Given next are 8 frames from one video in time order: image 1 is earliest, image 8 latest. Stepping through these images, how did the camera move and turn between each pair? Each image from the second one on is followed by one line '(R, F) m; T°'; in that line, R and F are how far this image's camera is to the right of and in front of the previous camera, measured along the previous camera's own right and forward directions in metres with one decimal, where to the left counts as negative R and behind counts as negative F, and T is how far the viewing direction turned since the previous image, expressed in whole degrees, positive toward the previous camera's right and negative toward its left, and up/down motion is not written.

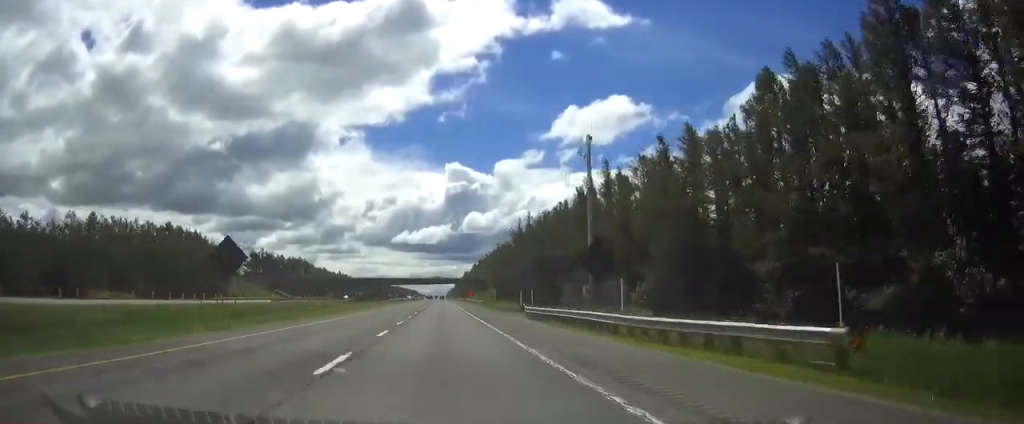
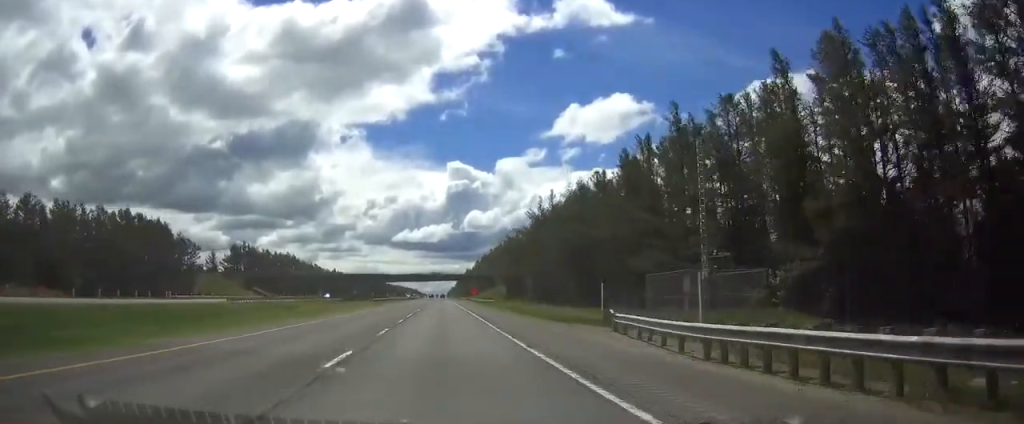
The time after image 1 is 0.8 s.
(0.0, +26.9) m; 0°
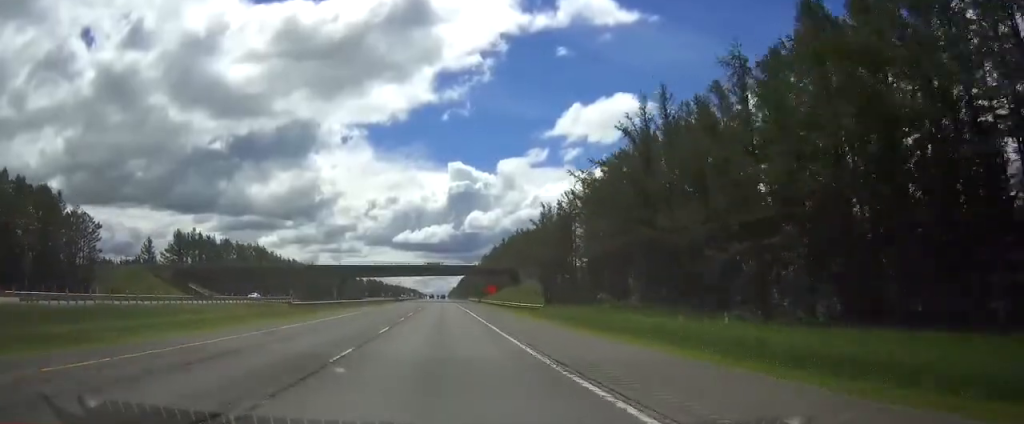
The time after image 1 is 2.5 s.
(-0.1, +53.8) m; 0°
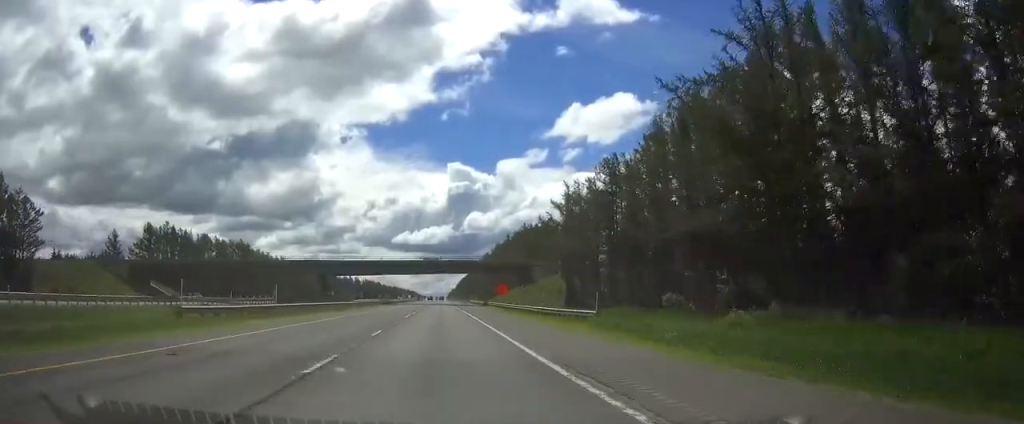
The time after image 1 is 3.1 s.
(0.0, +20.4) m; 0°
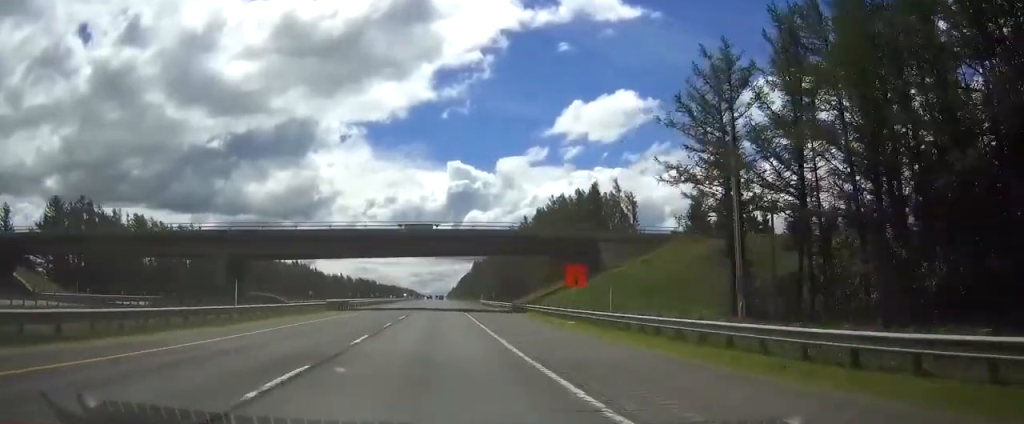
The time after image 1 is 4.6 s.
(+0.1, +47.3) m; 0°
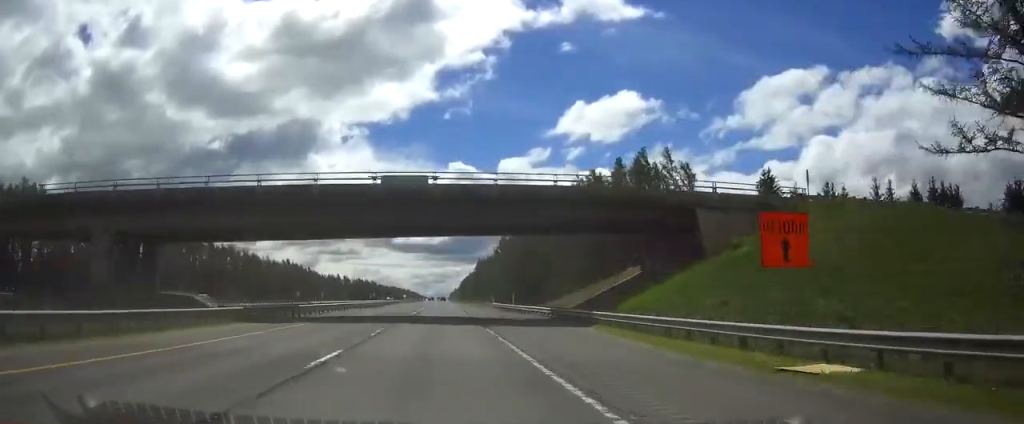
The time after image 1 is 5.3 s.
(0.0, +23.7) m; 0°
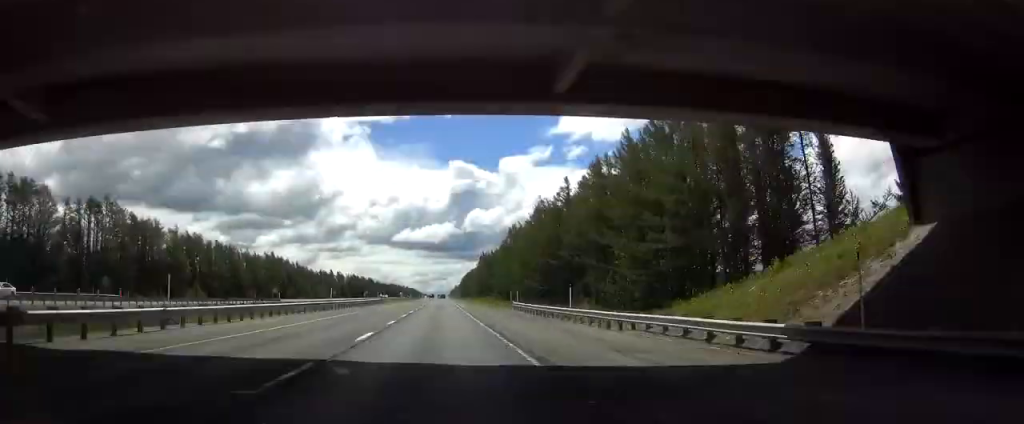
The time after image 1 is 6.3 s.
(+0.1, +30.2) m; 0°
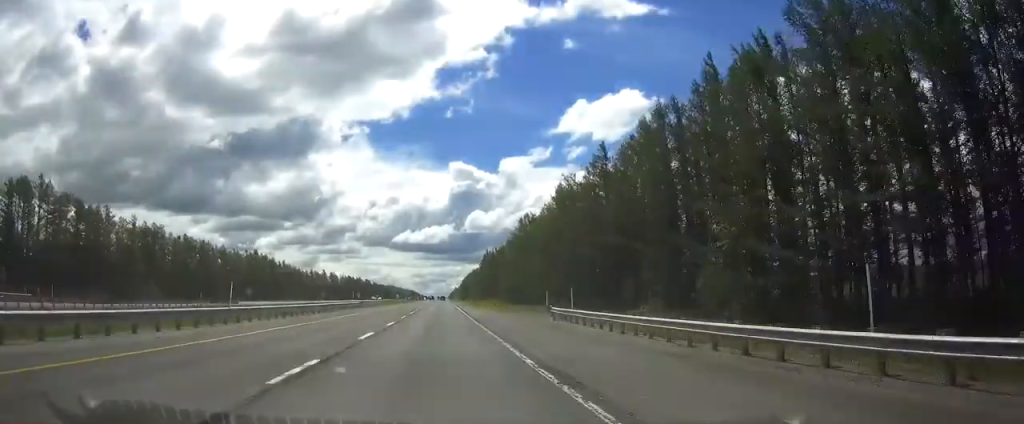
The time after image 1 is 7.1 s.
(0.0, +27.1) m; 0°
